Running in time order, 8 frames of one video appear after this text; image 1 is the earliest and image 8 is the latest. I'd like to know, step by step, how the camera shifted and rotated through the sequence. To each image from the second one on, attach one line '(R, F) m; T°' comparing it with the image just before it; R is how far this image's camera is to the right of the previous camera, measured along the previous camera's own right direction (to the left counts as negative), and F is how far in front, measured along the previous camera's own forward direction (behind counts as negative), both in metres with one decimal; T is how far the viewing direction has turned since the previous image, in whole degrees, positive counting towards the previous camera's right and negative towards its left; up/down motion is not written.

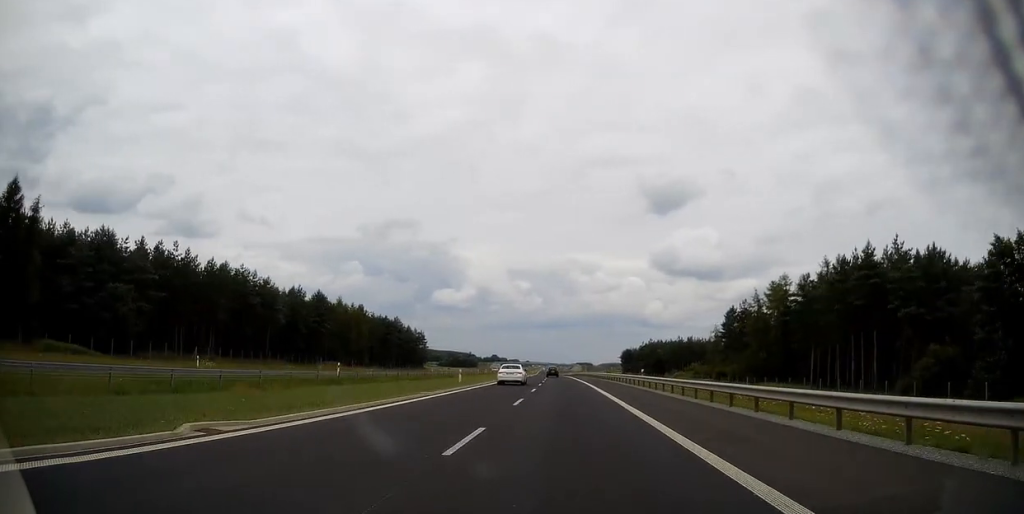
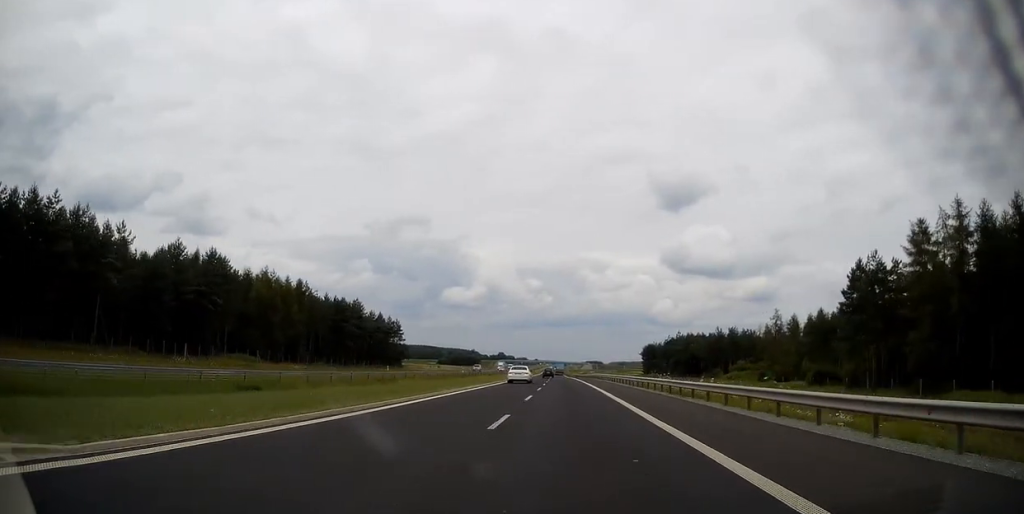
(-0.6, +43.9) m; -1°
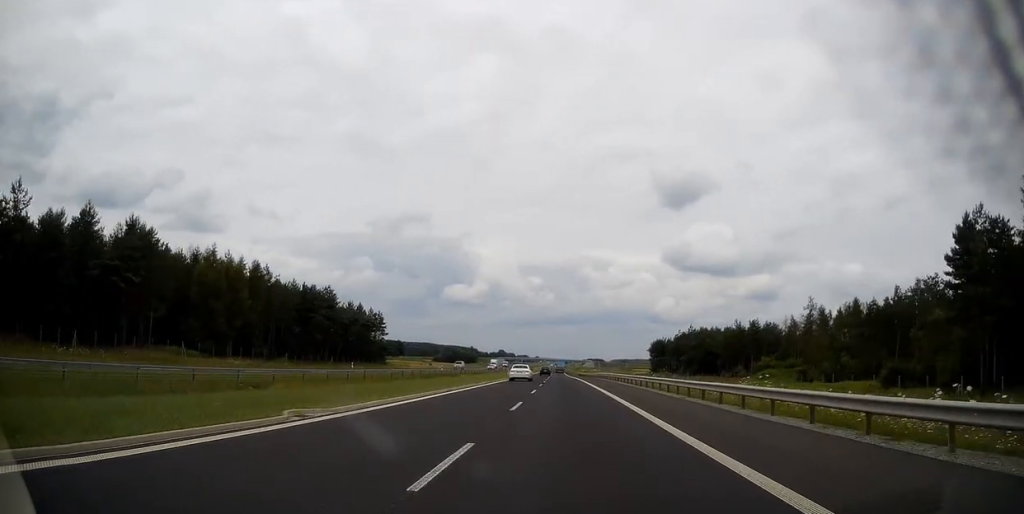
(0.0, +18.5) m; 0°
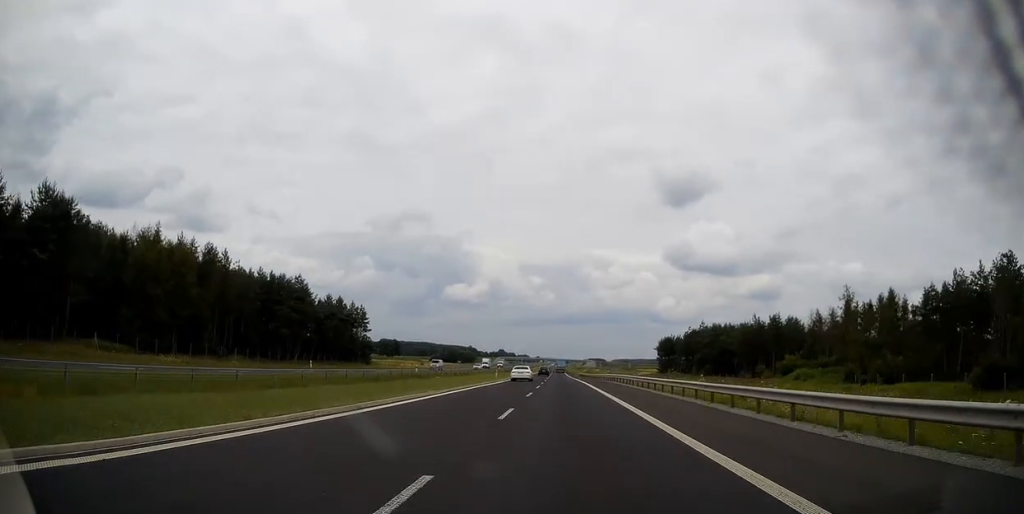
(0.0, +15.1) m; 0°
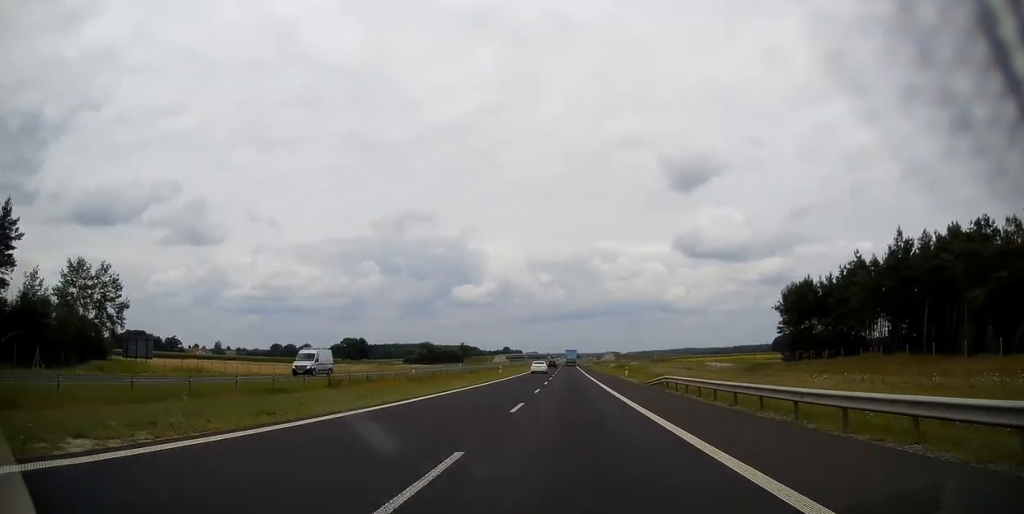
(-0.4, +105.7) m; 0°
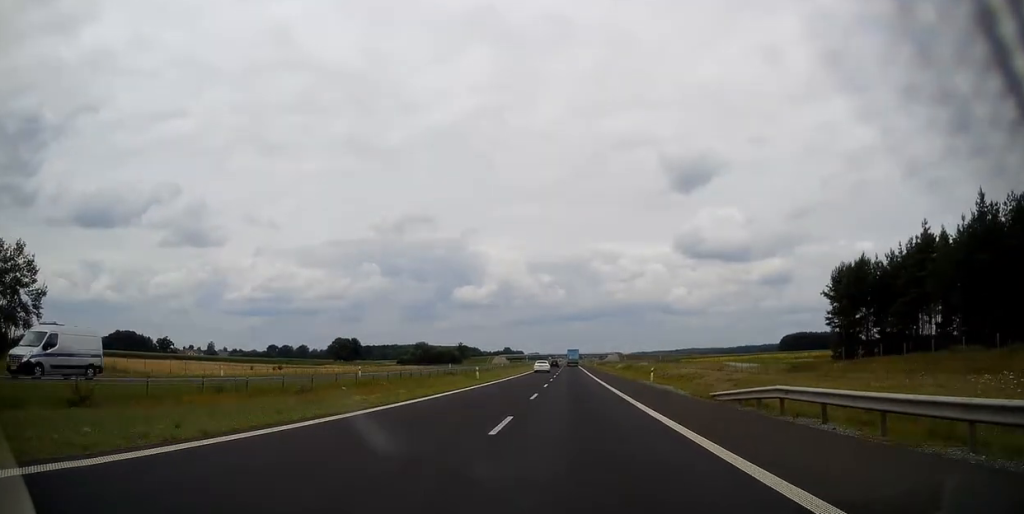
(0.0, +17.5) m; 0°
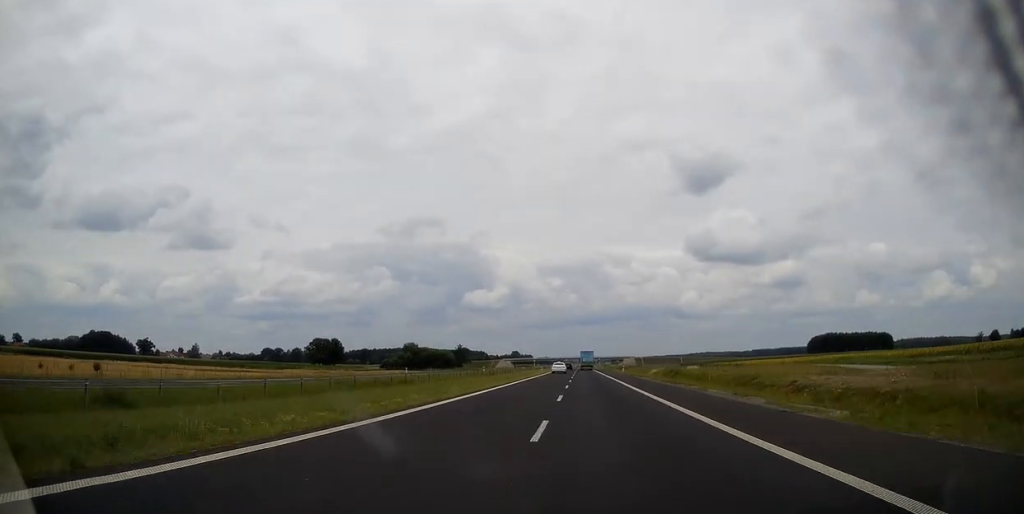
(-0.4, +48.9) m; -1°
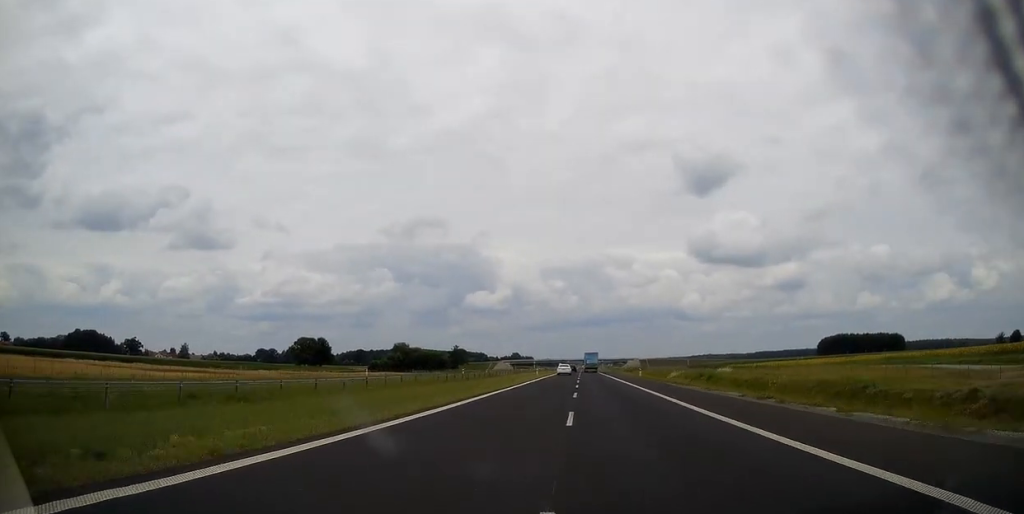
(-0.1, +20.9) m; 0°
